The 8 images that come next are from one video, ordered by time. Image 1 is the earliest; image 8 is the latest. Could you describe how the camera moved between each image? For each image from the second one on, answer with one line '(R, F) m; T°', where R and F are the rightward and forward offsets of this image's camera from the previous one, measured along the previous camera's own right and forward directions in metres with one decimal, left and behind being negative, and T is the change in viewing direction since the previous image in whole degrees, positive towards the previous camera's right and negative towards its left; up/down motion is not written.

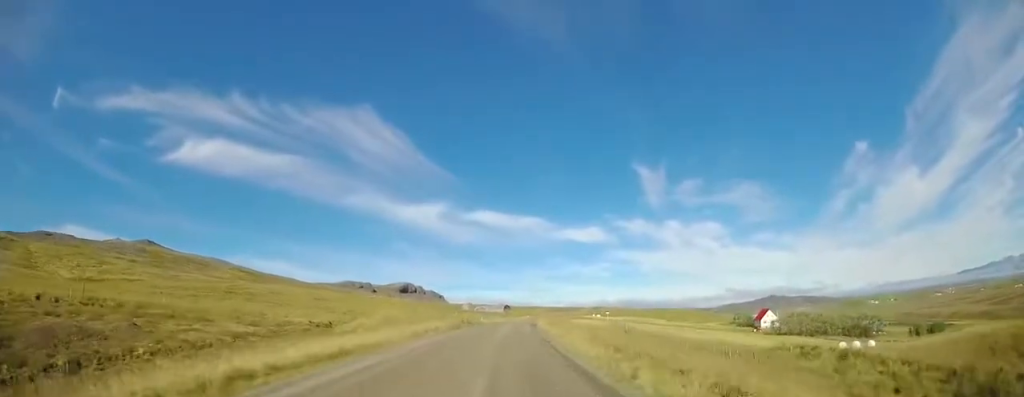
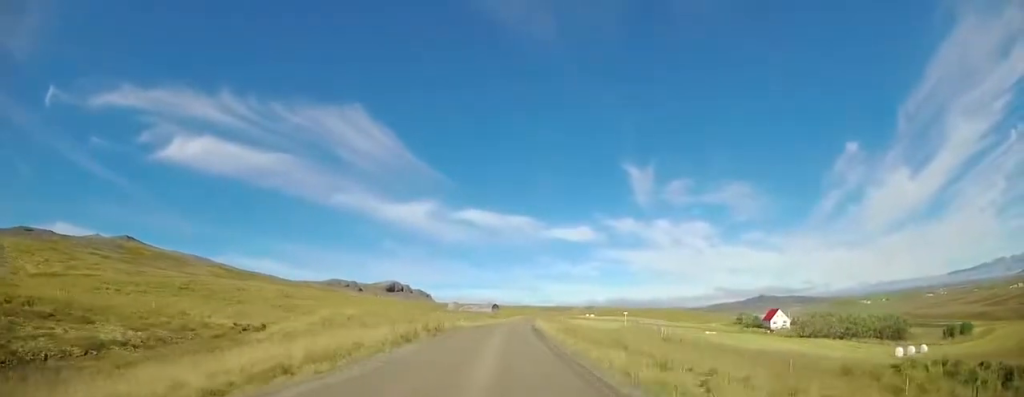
(+0.2, +14.6) m; +1°
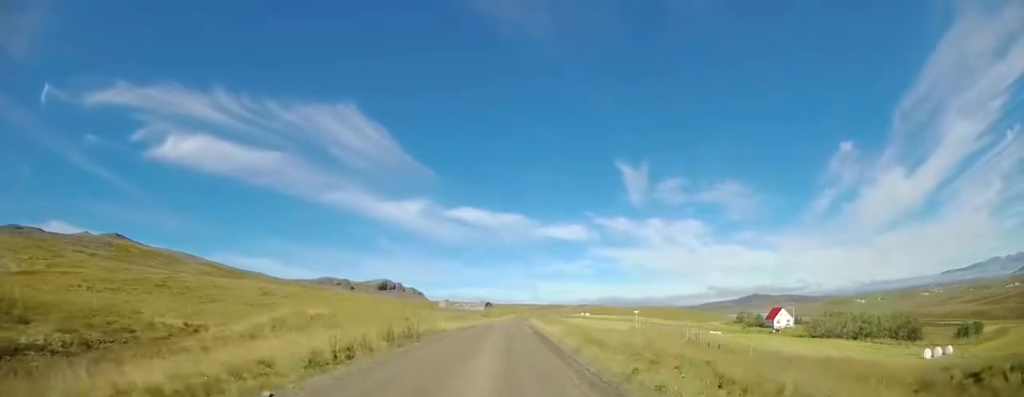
(0.0, +6.5) m; +1°
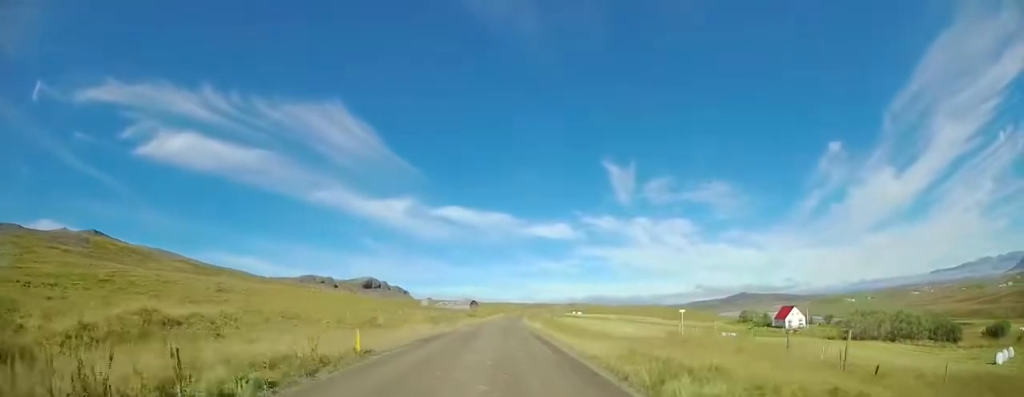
(+0.1, +14.7) m; +2°
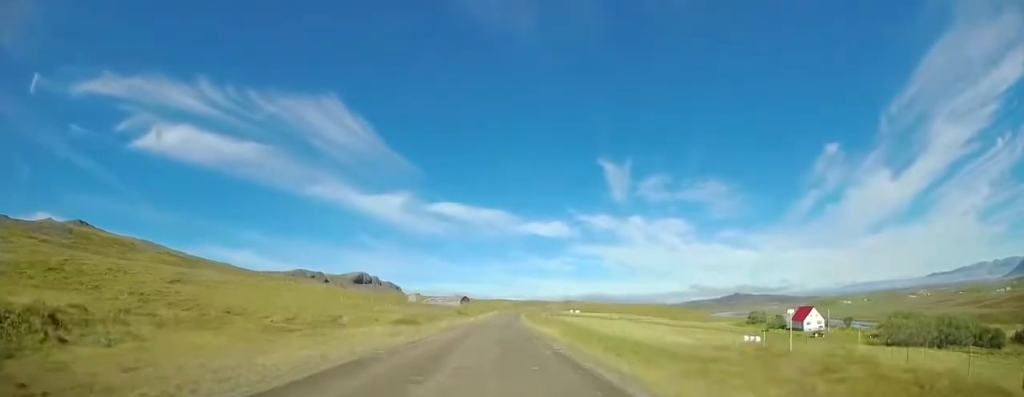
(+0.3, +13.5) m; +2°
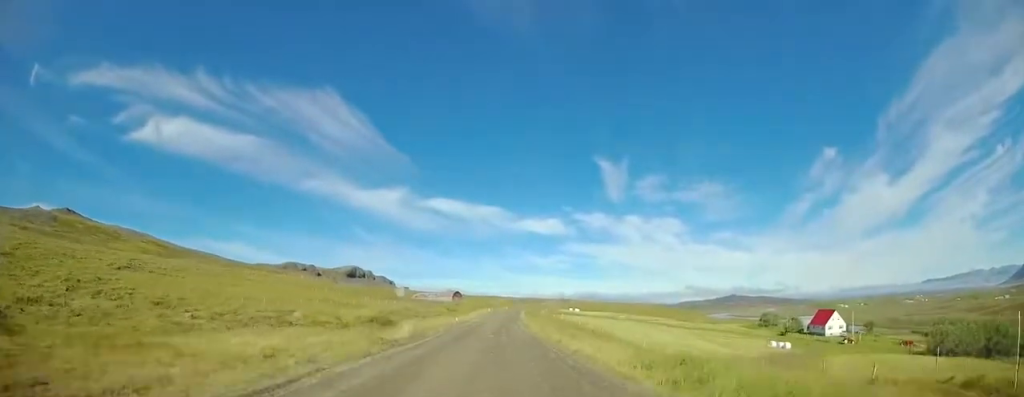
(+0.3, +12.8) m; 0°
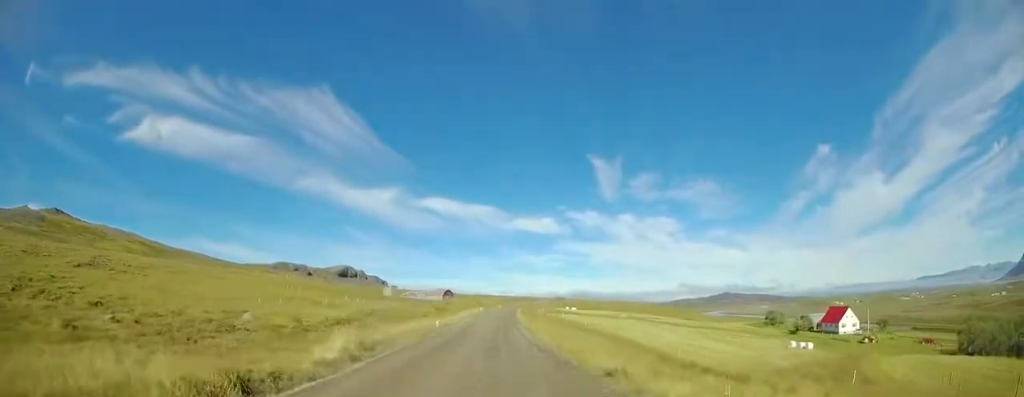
(0.0, +8.6) m; 0°
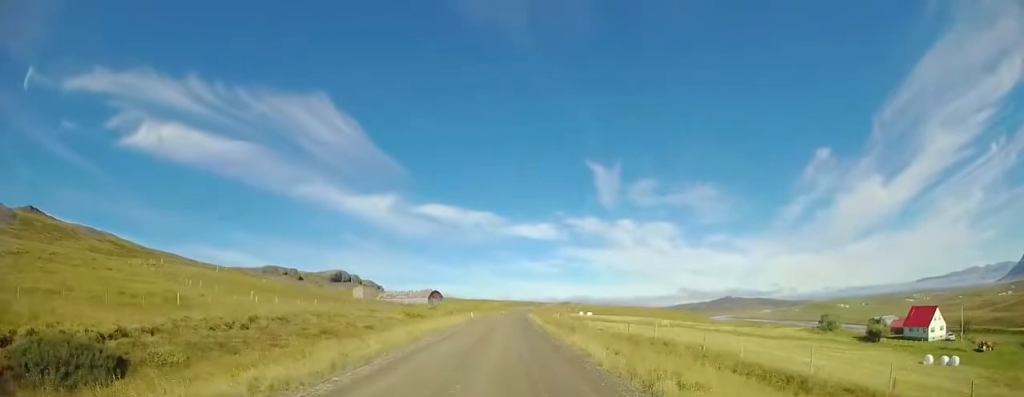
(-0.7, +32.4) m; -1°
